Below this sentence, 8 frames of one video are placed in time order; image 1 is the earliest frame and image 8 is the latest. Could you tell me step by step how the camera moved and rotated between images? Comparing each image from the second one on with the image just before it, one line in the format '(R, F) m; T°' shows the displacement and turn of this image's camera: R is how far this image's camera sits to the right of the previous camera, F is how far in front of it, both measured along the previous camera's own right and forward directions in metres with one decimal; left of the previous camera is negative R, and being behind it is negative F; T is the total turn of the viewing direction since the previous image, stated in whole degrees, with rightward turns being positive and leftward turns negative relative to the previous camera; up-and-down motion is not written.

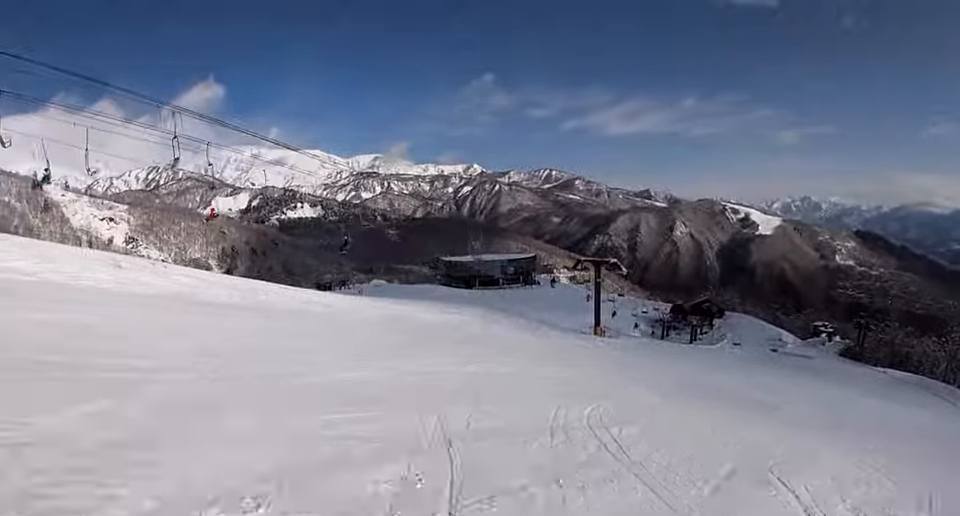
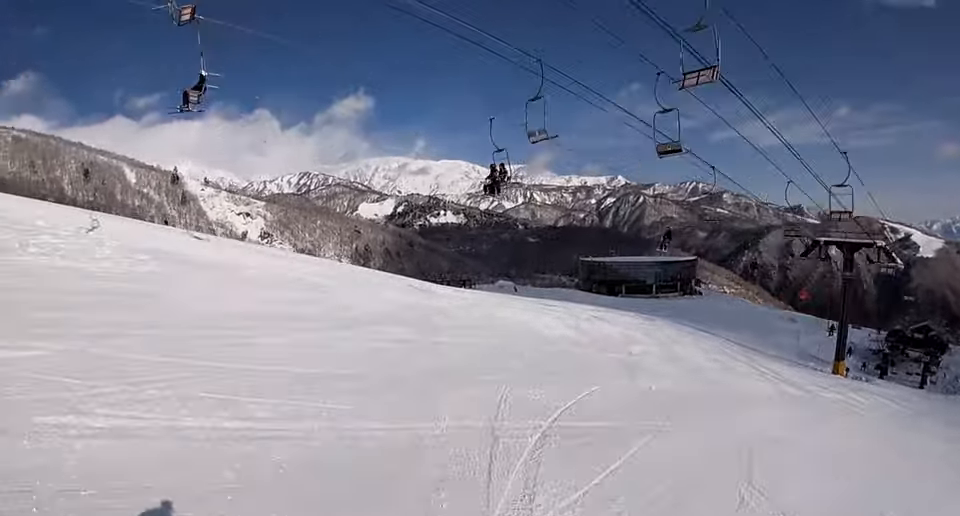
(-2.7, +25.4) m; -12°
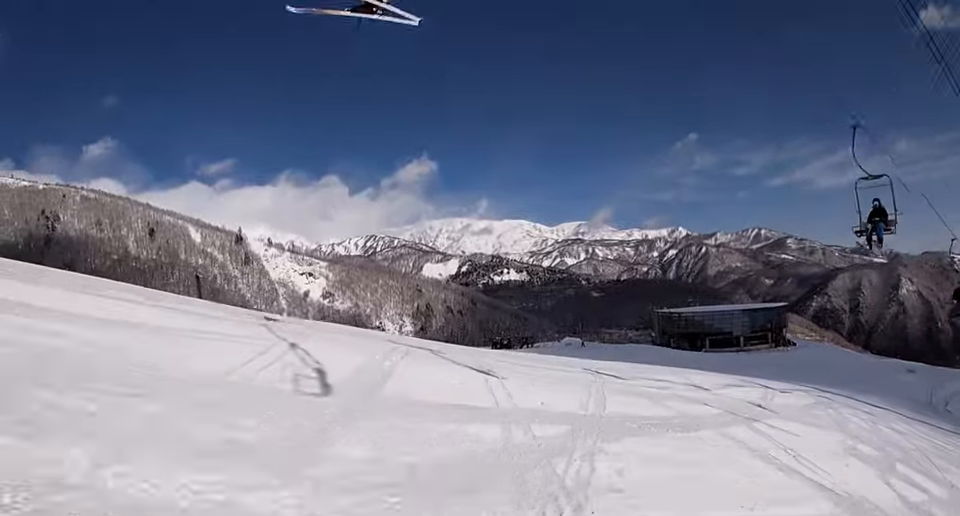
(-0.2, +13.6) m; -1°
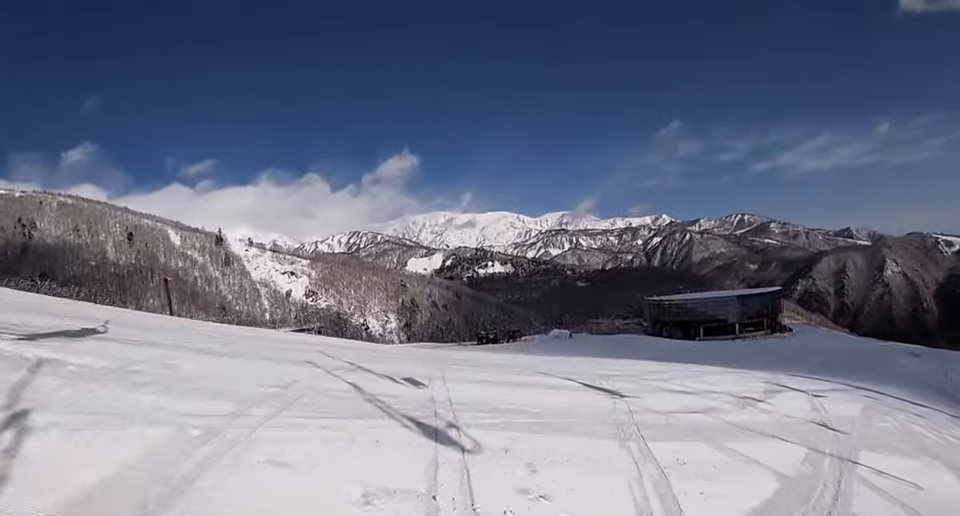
(-0.2, +5.1) m; +2°
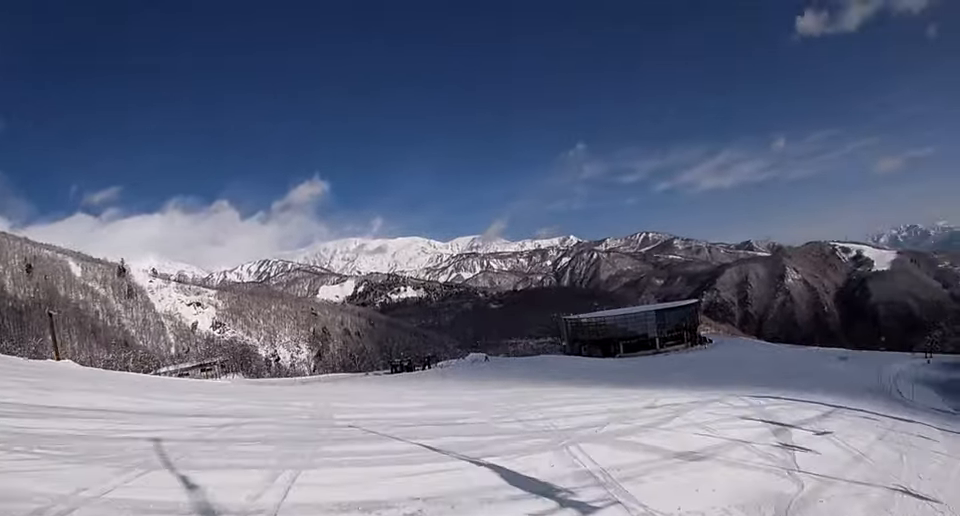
(0.0, +6.2) m; +6°
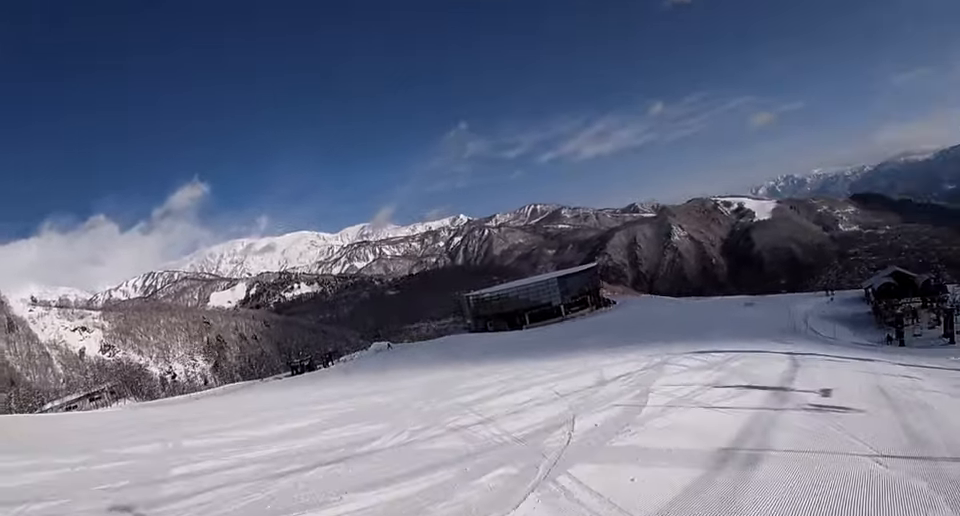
(+0.2, +4.4) m; +9°
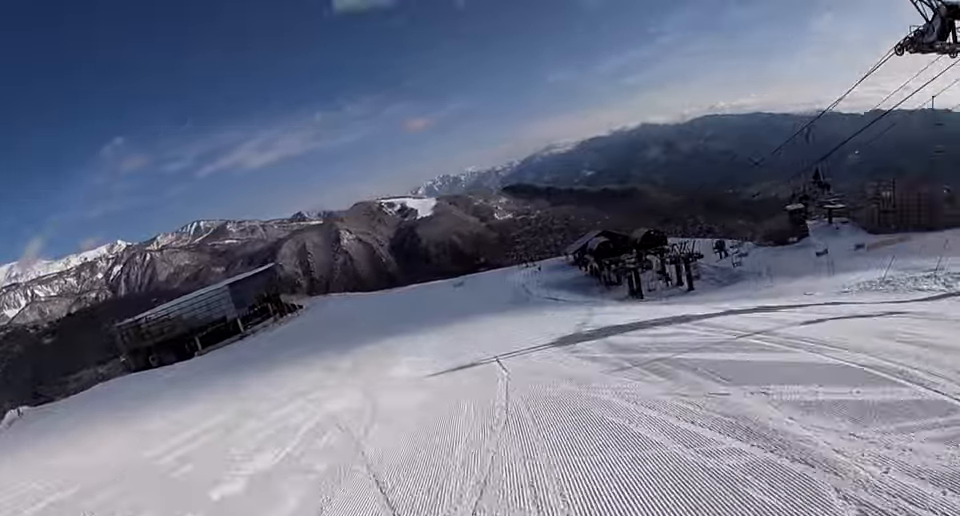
(+5.4, +16.1) m; +29°
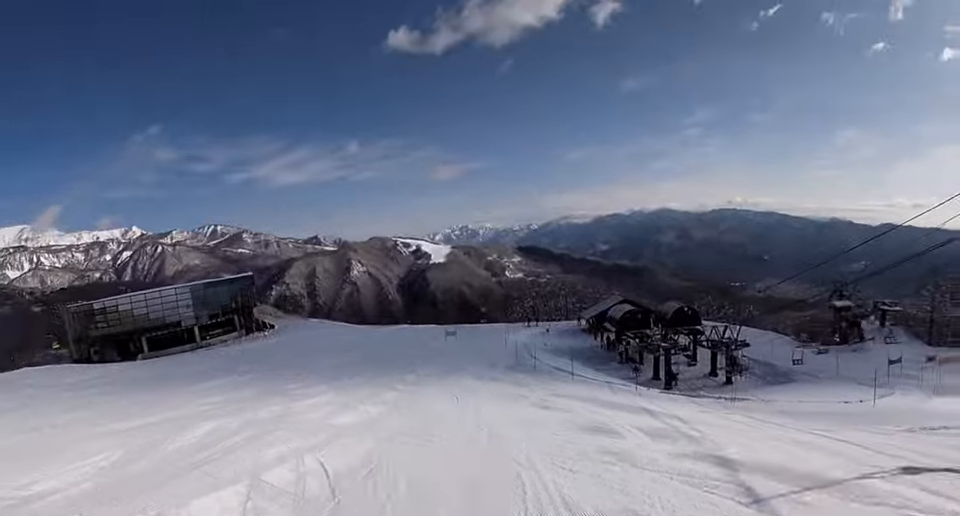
(+0.7, +12.3) m; 0°
